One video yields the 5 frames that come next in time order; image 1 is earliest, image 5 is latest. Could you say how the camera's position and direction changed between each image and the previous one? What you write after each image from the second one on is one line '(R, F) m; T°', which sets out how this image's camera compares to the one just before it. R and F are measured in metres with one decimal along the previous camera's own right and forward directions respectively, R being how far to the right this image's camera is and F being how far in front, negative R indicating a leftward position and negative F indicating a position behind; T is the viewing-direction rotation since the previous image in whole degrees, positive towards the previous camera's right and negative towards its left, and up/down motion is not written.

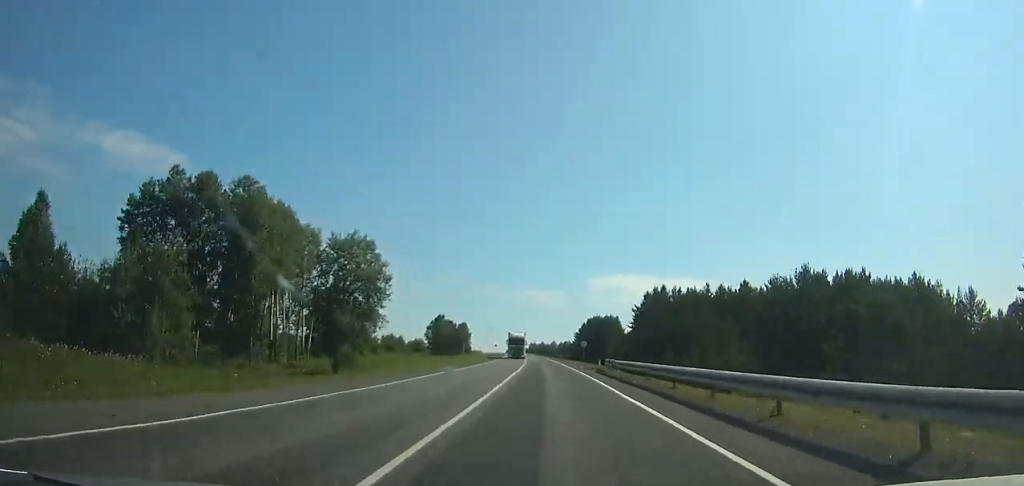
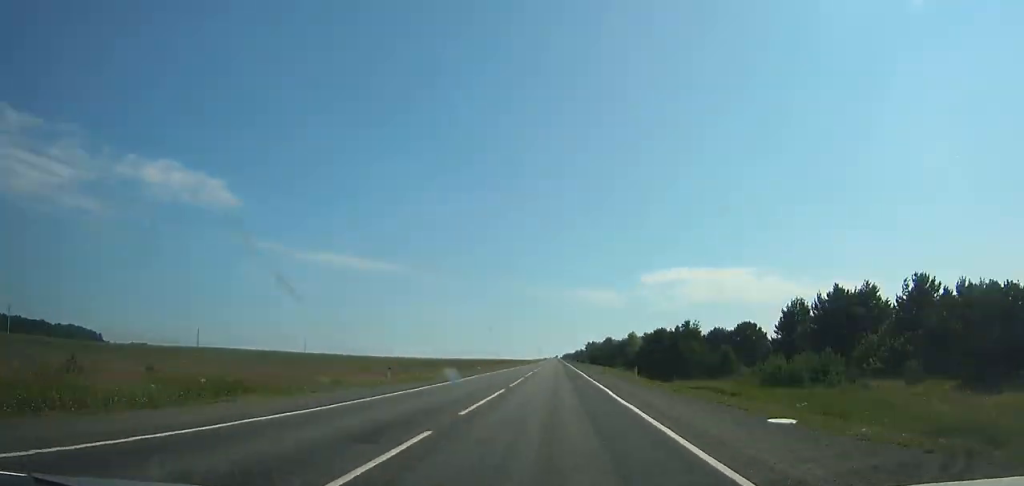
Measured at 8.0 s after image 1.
(-11.1, +214.1) m; -4°
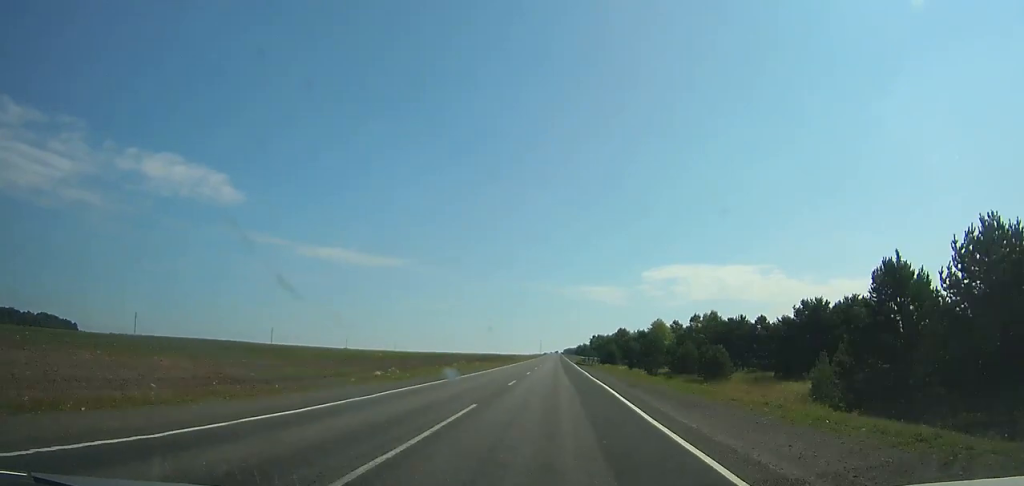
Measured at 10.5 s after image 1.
(-0.2, +68.1) m; 0°
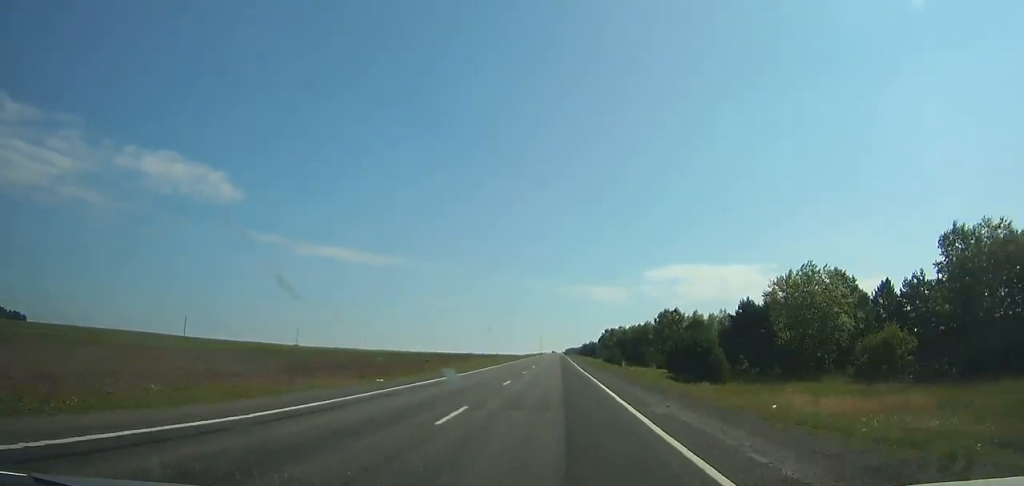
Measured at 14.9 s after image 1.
(-0.3, +121.4) m; 0°
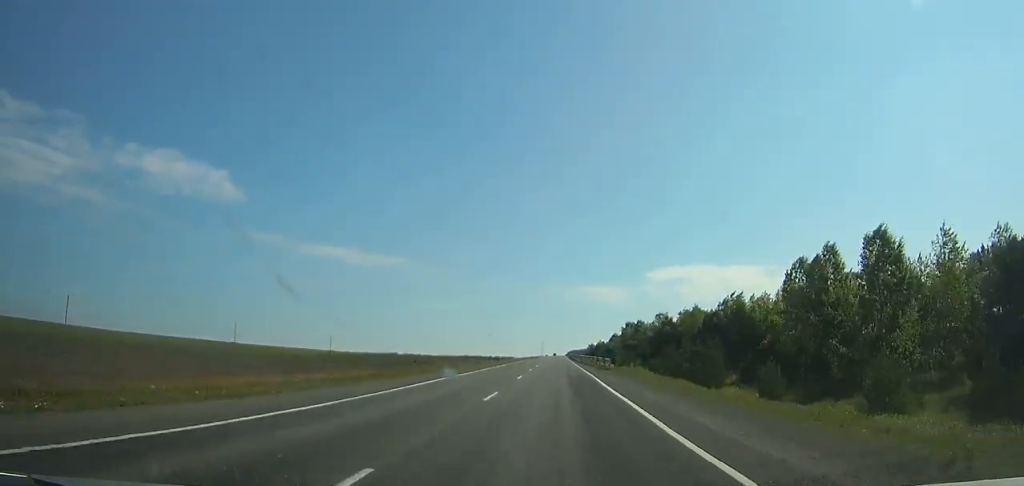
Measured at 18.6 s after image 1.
(-0.3, +103.5) m; 0°
